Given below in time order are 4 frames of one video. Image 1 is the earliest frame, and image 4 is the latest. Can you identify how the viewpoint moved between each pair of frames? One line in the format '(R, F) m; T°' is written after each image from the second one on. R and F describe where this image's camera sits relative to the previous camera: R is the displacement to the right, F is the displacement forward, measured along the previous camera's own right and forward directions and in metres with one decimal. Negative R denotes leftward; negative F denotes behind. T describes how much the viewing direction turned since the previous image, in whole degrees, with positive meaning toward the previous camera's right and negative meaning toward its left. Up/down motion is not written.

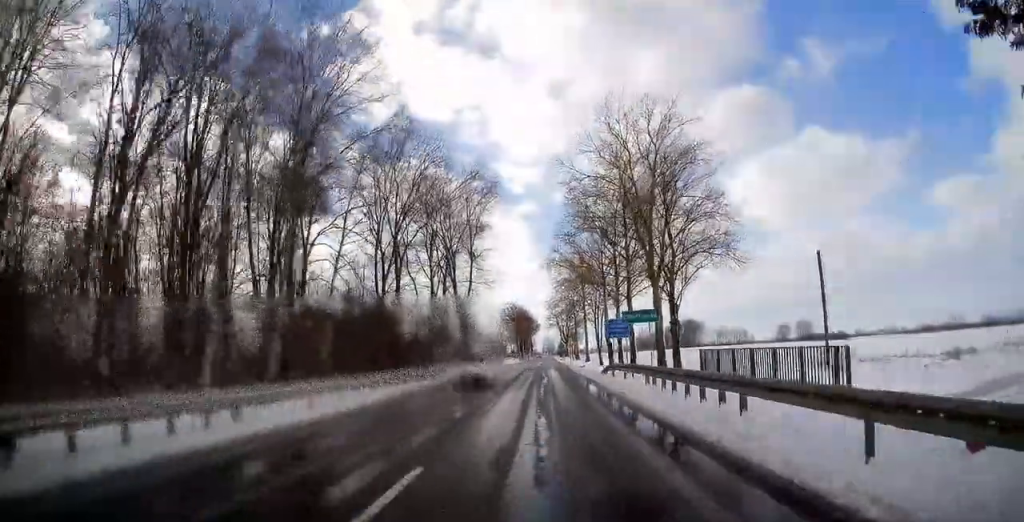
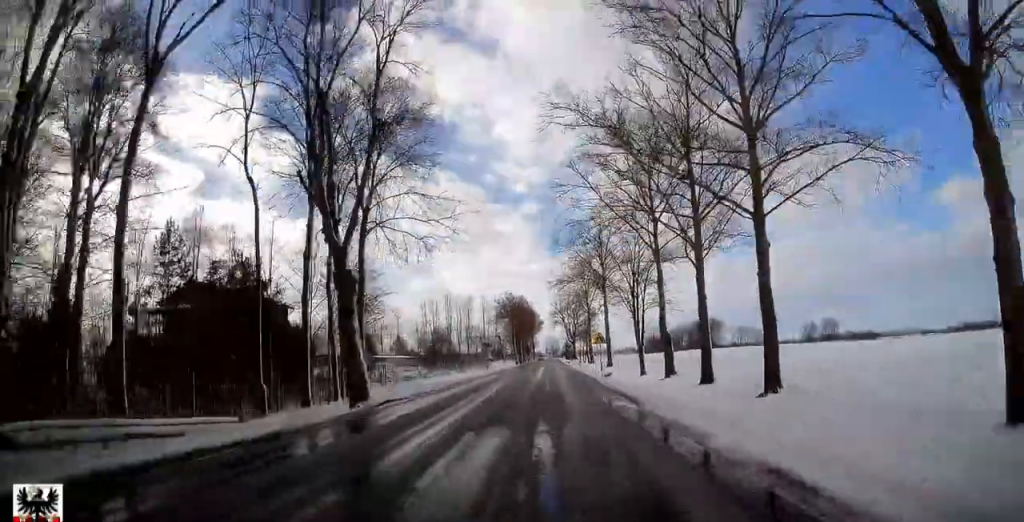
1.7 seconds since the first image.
(0.0, +32.5) m; 0°
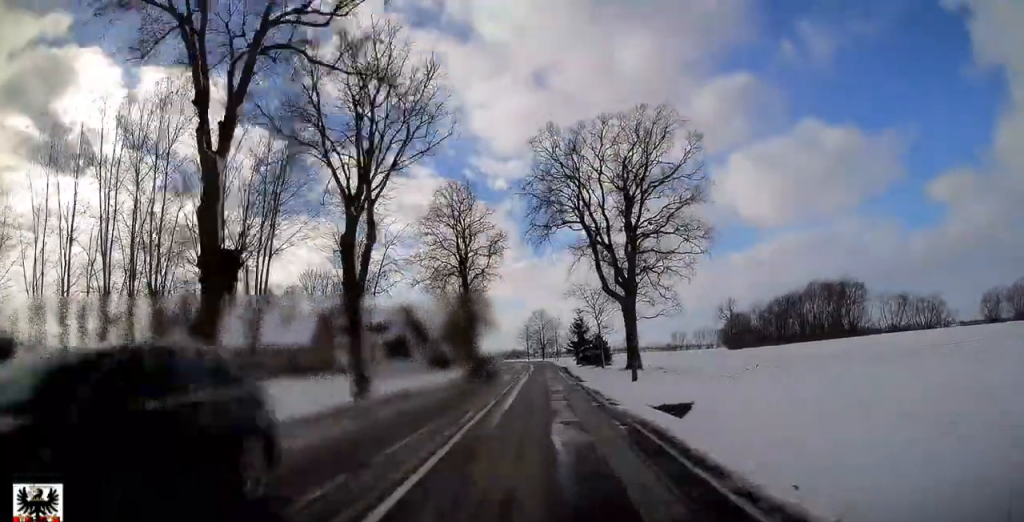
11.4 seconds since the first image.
(+0.5, +162.9) m; 0°
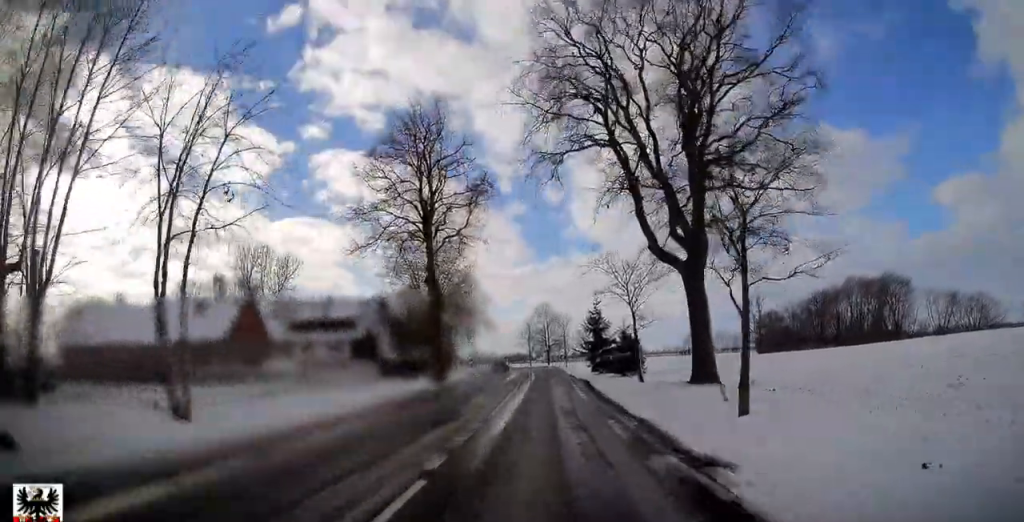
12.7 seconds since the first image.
(0.0, +20.6) m; 0°
